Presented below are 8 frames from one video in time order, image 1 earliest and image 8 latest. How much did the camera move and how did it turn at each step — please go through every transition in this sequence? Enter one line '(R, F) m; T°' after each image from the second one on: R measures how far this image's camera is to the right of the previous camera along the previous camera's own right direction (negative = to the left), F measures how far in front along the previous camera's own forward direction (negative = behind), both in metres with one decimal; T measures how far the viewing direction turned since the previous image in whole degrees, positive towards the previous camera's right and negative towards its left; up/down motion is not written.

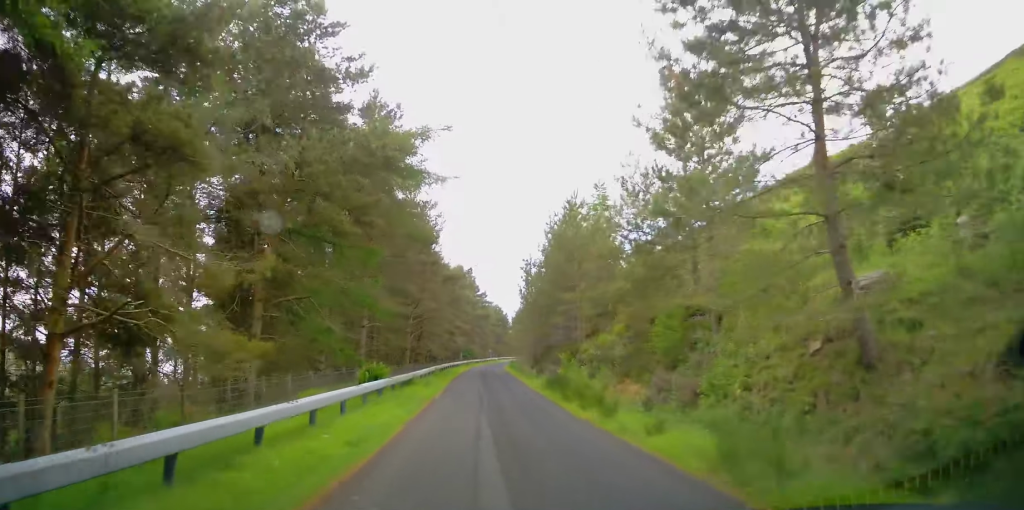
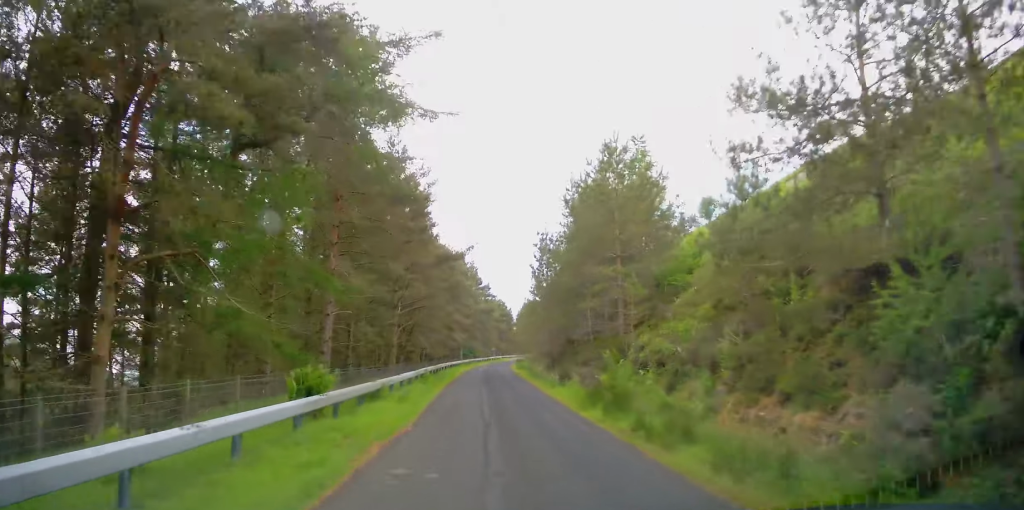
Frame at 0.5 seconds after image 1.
(-0.2, +8.1) m; -2°
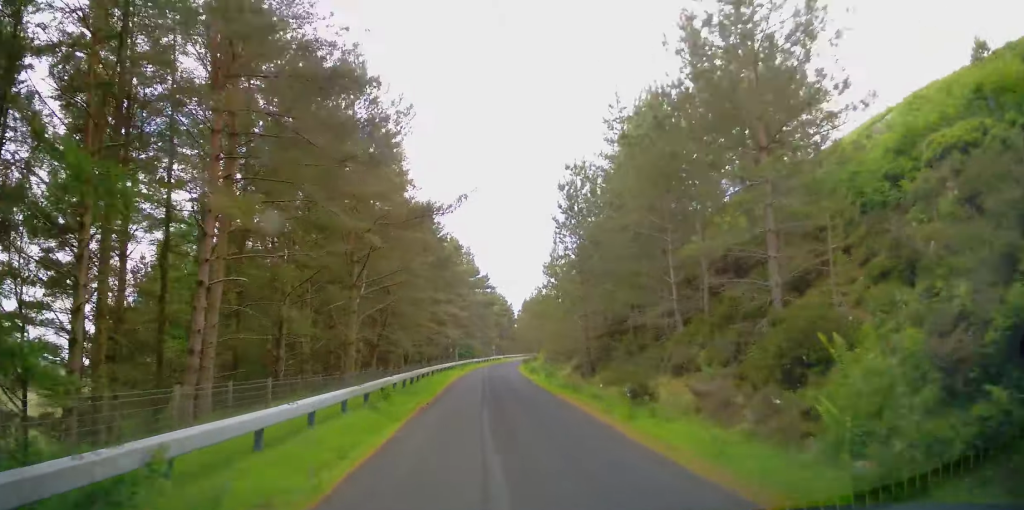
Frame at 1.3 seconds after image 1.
(-0.2, +11.2) m; -3°
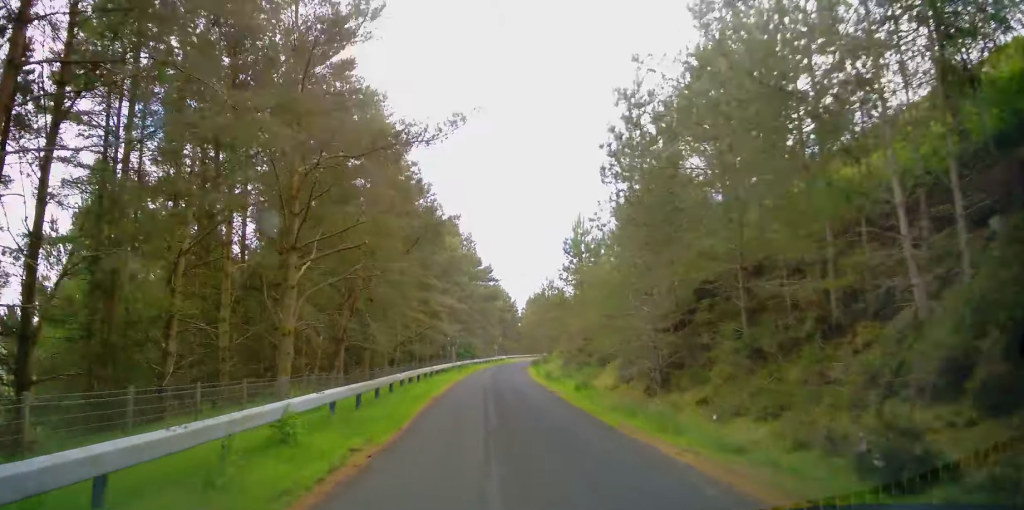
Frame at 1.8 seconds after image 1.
(-0.3, +8.1) m; 0°
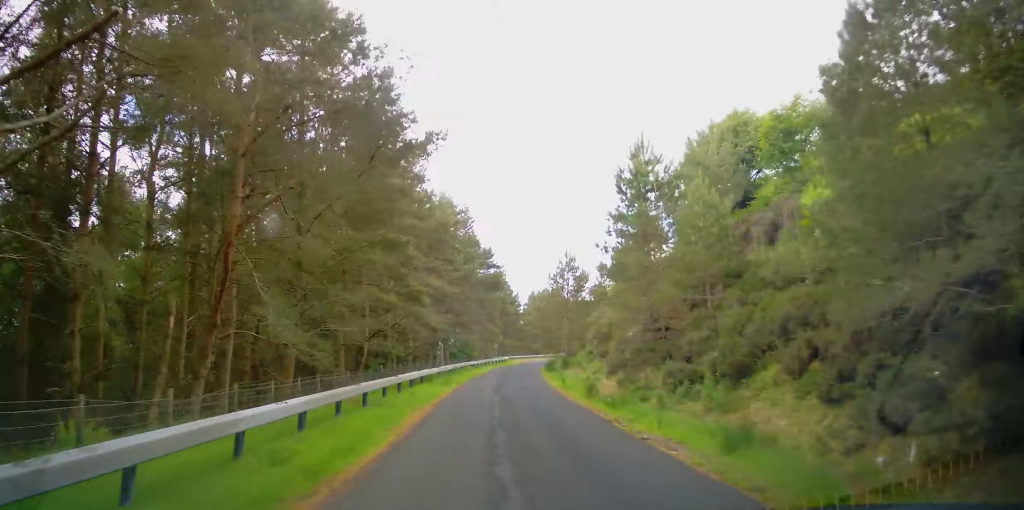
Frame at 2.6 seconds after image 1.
(+0.1, +11.4) m; +1°
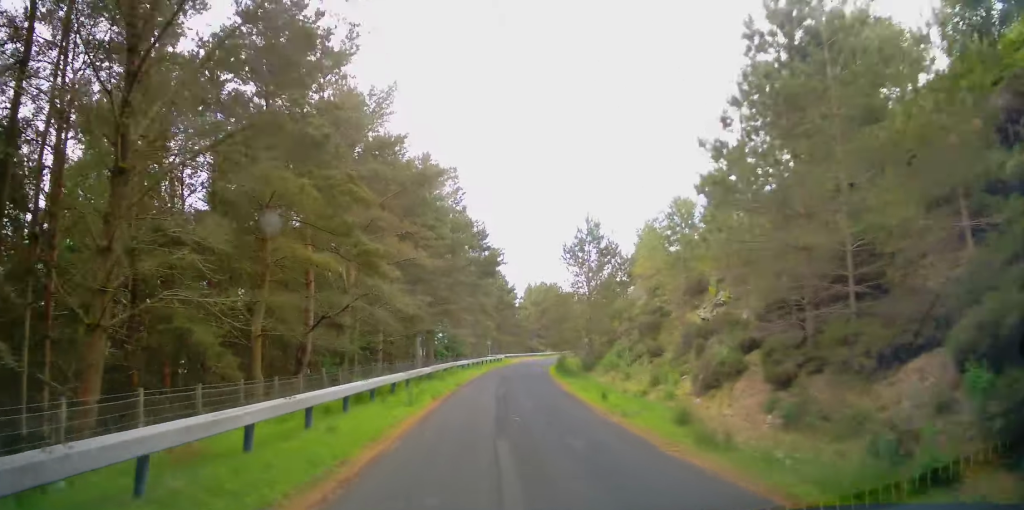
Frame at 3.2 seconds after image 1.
(+0.2, +9.4) m; +1°
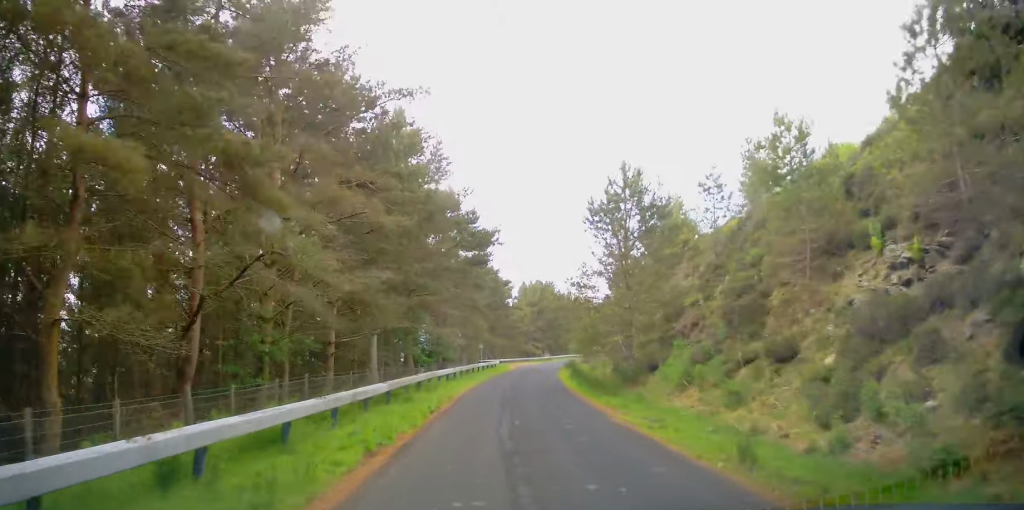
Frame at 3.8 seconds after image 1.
(0.0, +8.7) m; 0°
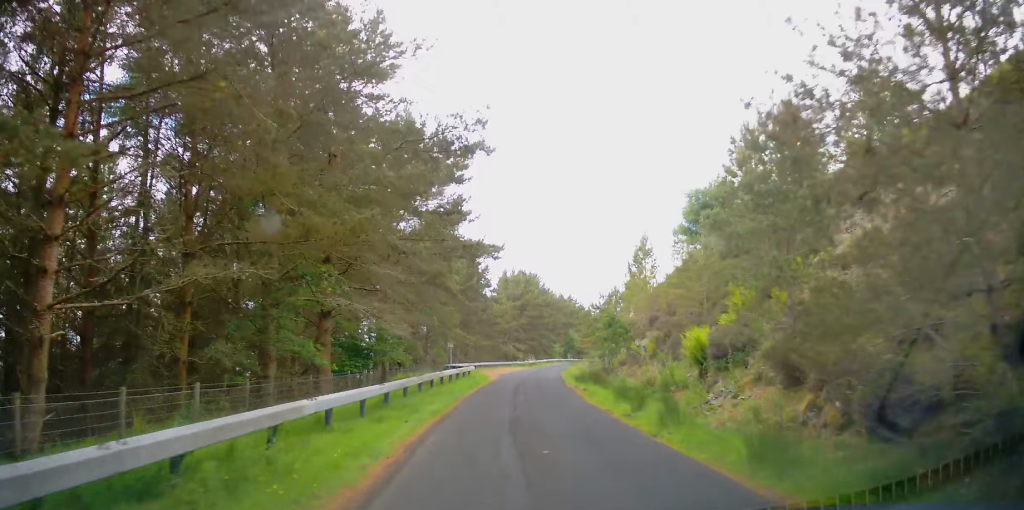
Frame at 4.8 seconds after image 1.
(0.0, +14.9) m; +3°
